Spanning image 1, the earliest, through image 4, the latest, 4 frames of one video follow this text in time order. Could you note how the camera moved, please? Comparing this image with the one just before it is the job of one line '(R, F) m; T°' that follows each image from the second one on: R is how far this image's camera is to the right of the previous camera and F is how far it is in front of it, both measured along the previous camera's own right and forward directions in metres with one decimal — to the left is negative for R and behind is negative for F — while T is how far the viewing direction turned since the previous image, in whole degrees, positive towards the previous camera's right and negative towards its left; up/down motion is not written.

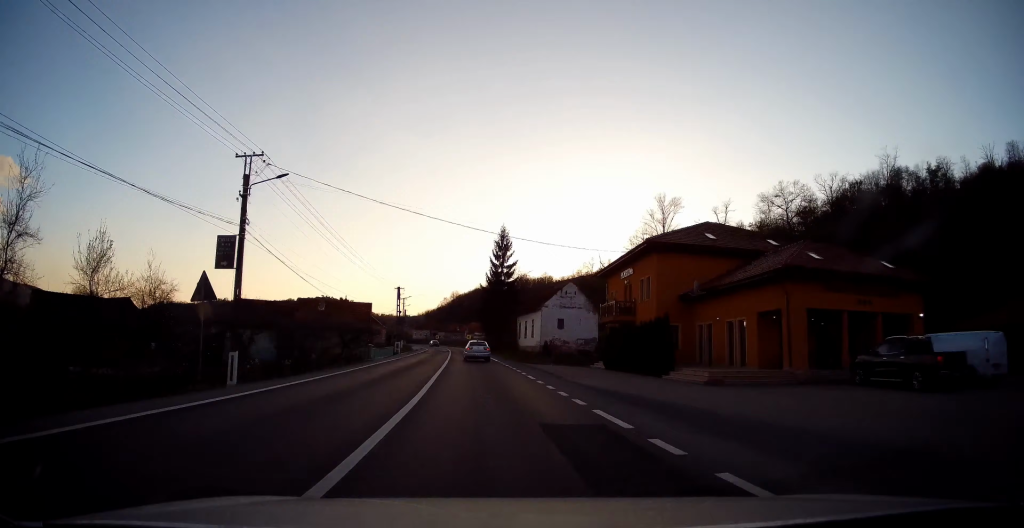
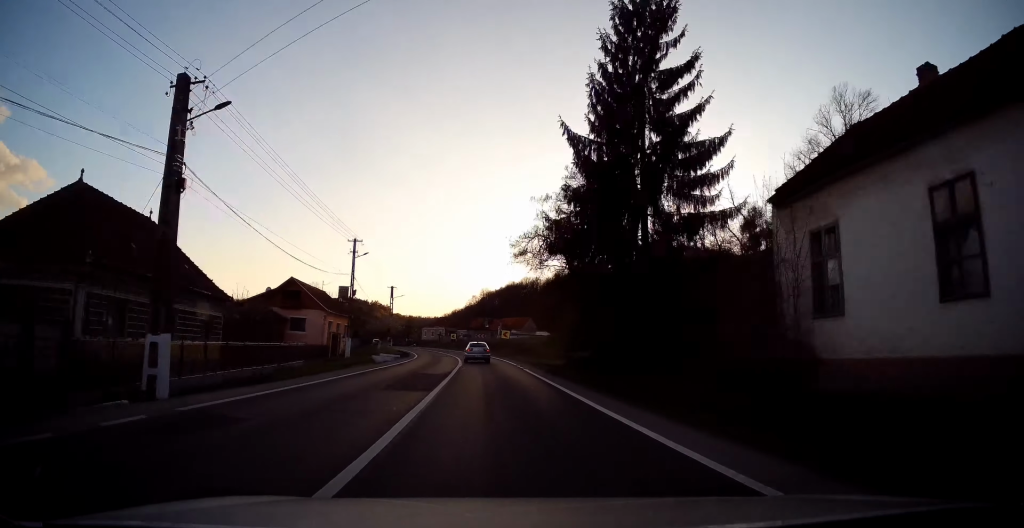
(-6.2, +53.6) m; -9°
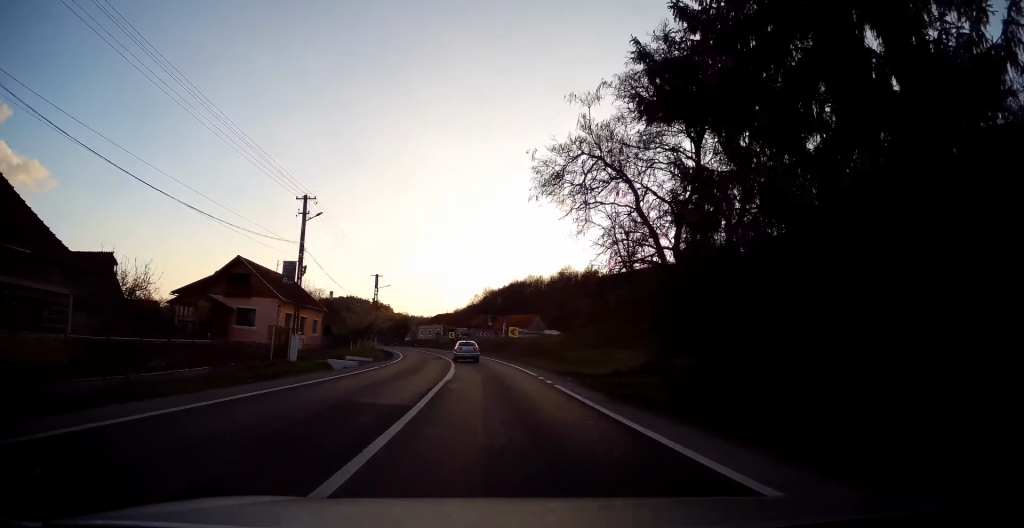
(-0.2, +11.5) m; 0°
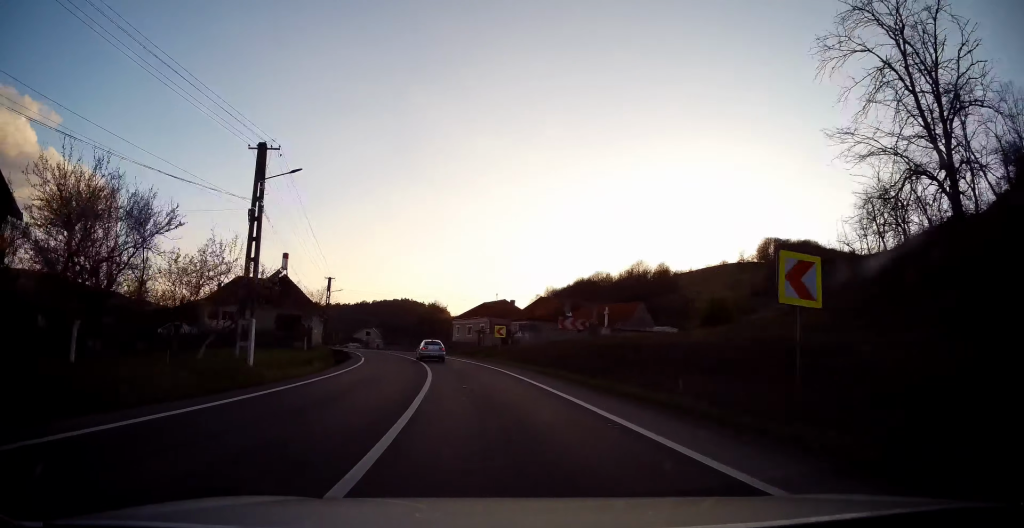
(-0.1, +40.7) m; -3°
